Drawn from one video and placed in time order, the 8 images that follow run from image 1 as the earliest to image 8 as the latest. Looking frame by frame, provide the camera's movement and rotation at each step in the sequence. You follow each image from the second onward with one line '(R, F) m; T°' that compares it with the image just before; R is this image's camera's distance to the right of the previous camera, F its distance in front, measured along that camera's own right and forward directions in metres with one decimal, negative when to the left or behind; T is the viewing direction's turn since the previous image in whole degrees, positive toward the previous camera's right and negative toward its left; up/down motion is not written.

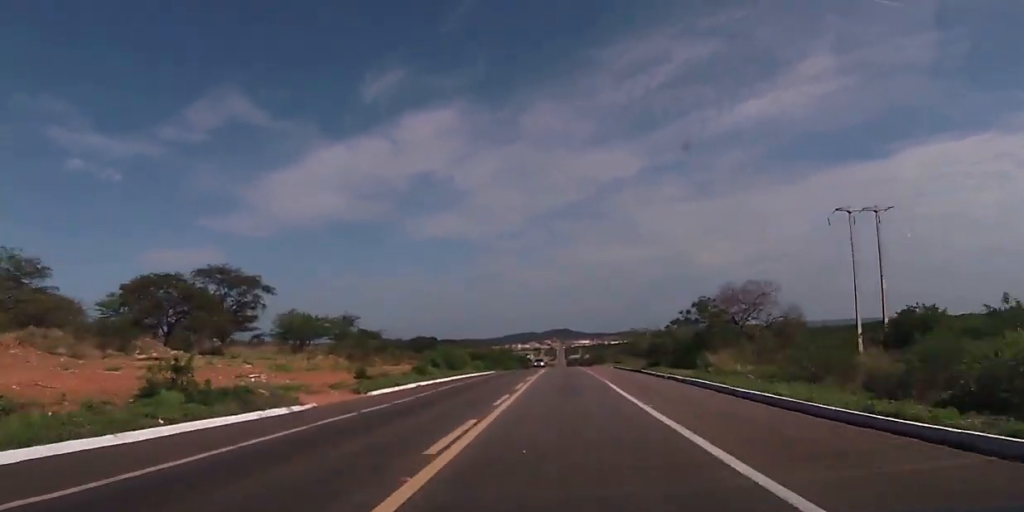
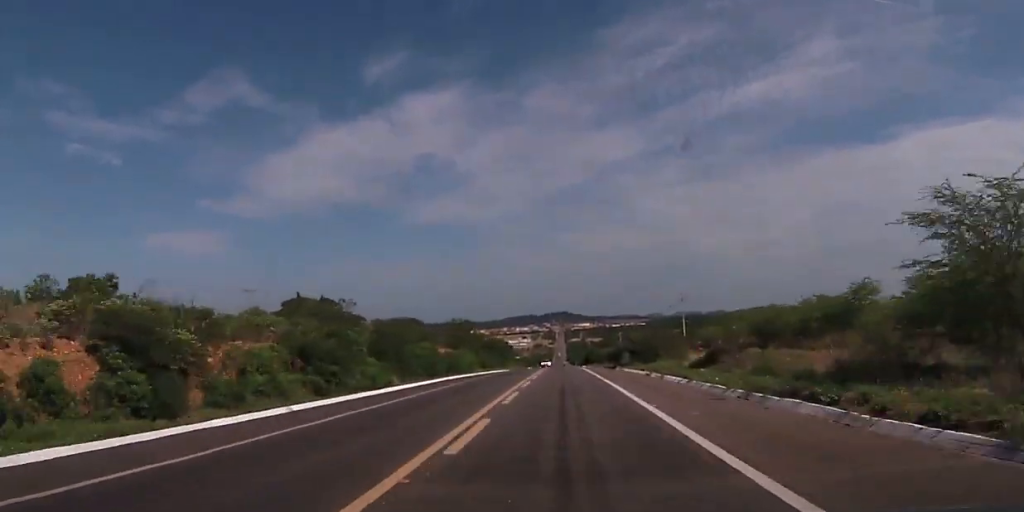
(+0.4, +81.5) m; 0°
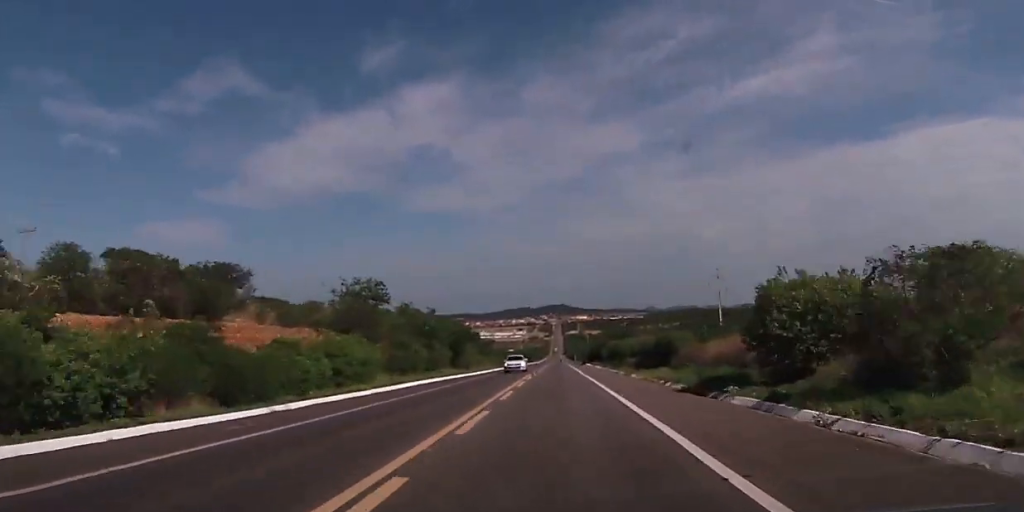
(-0.4, +46.8) m; 0°
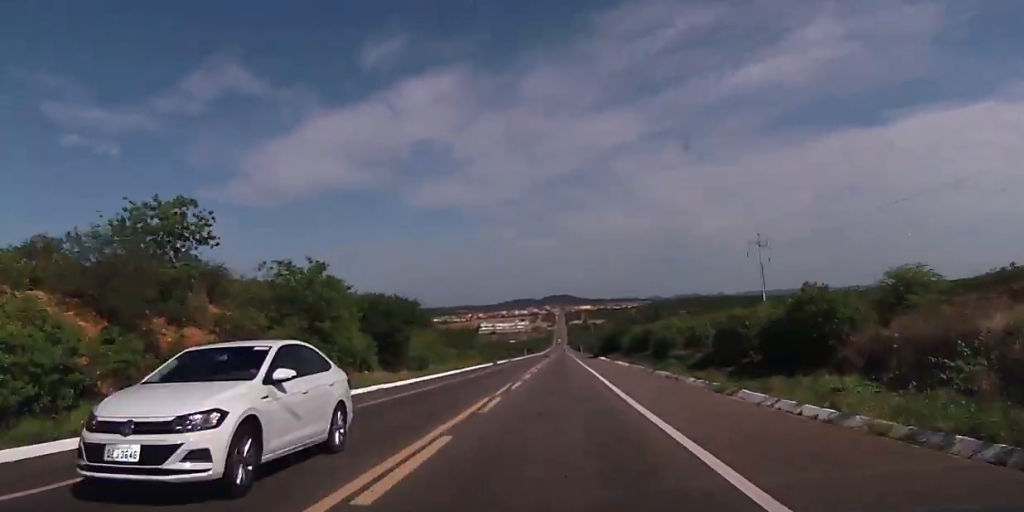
(+0.4, +29.3) m; 0°
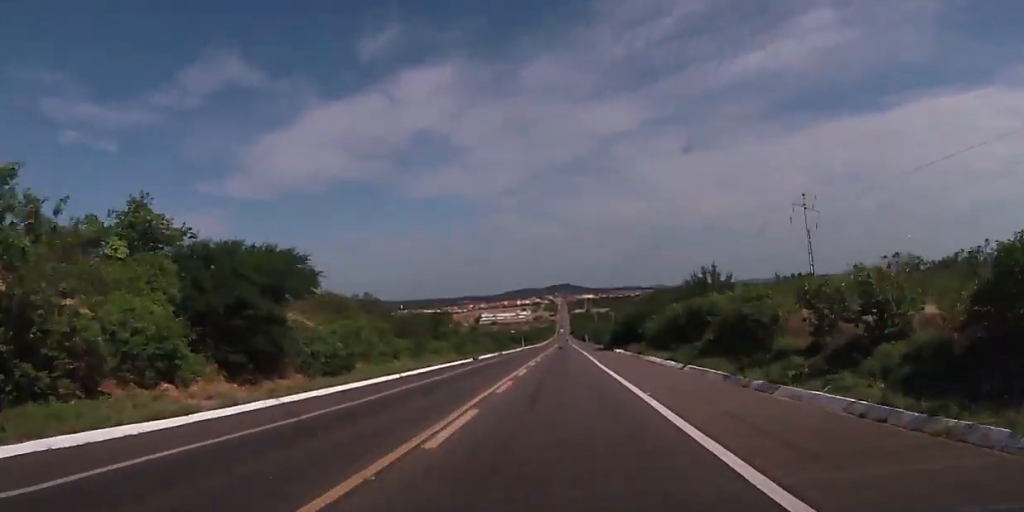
(-0.1, +22.5) m; 0°
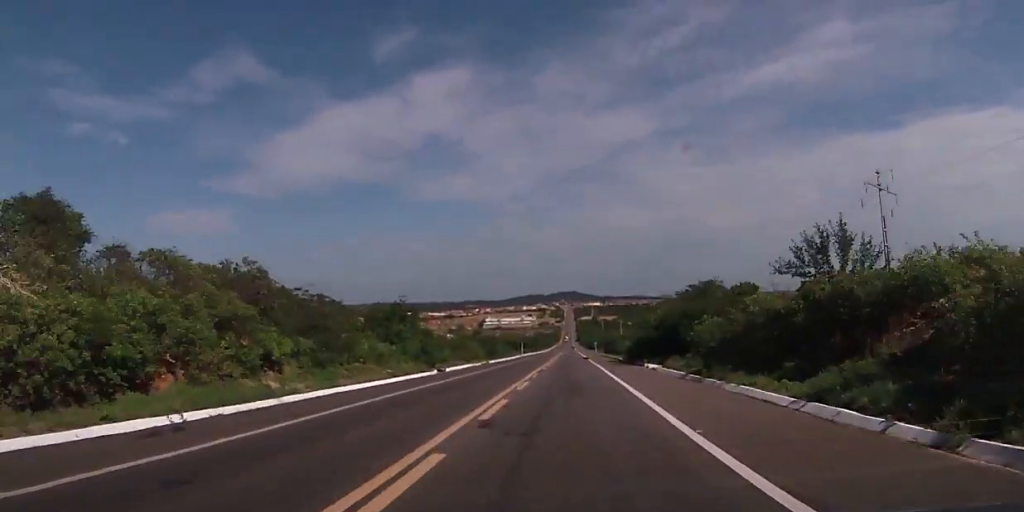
(-0.2, +22.4) m; 0°
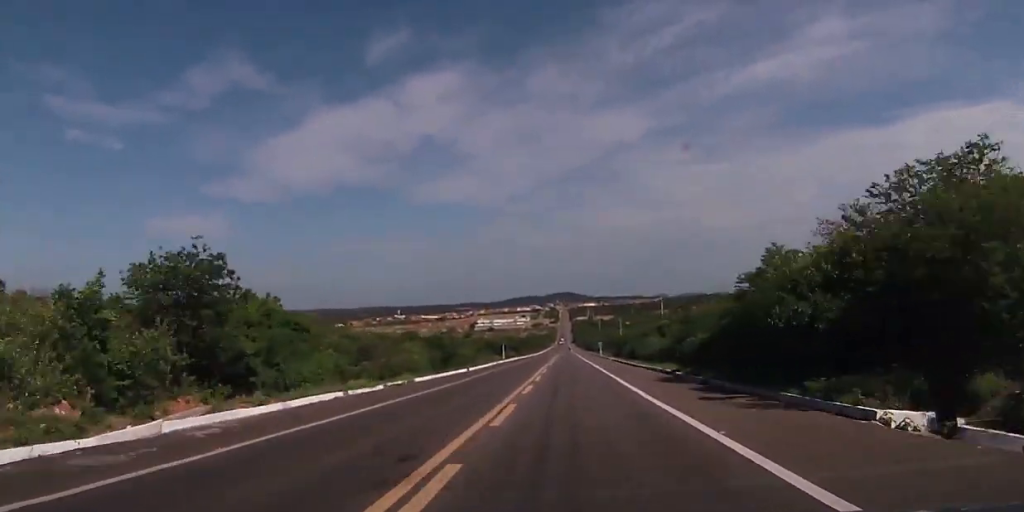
(+0.1, +34.1) m; +1°
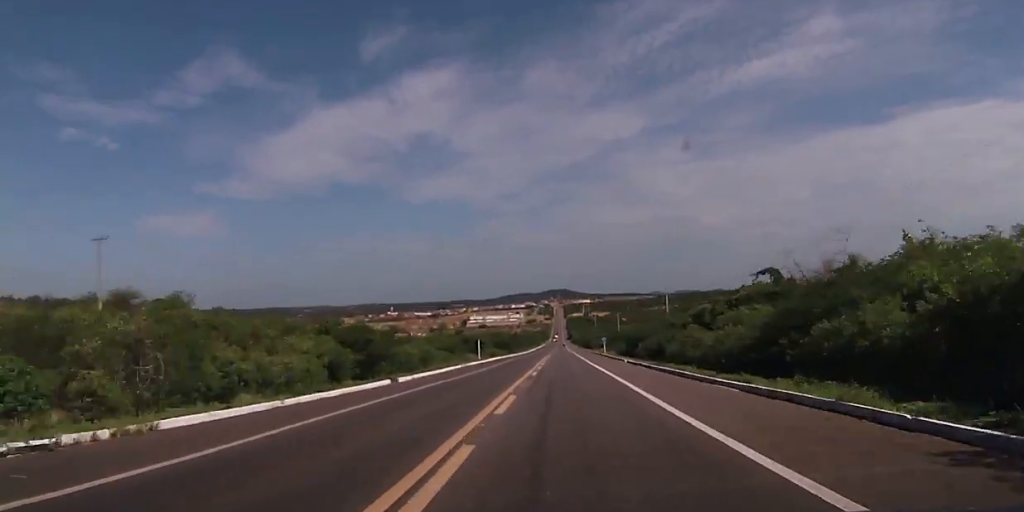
(+0.2, +23.3) m; 0°
